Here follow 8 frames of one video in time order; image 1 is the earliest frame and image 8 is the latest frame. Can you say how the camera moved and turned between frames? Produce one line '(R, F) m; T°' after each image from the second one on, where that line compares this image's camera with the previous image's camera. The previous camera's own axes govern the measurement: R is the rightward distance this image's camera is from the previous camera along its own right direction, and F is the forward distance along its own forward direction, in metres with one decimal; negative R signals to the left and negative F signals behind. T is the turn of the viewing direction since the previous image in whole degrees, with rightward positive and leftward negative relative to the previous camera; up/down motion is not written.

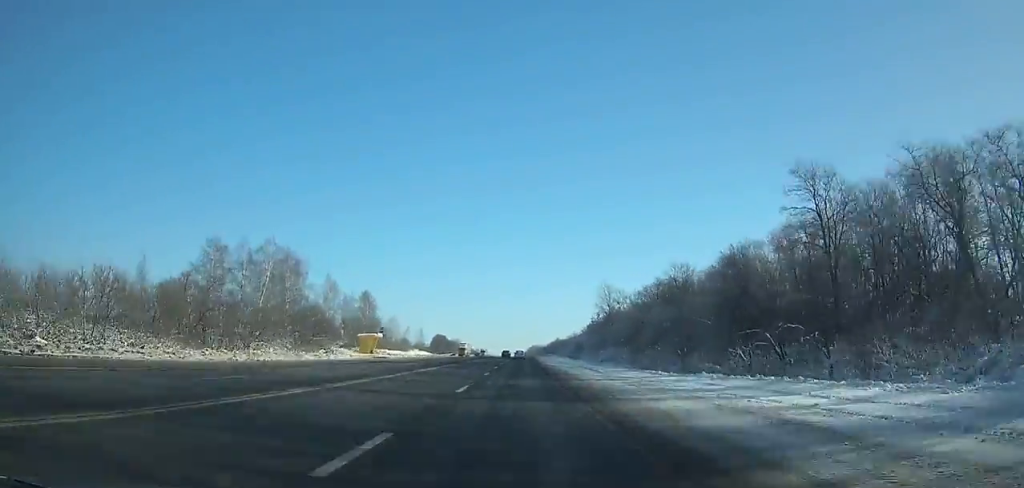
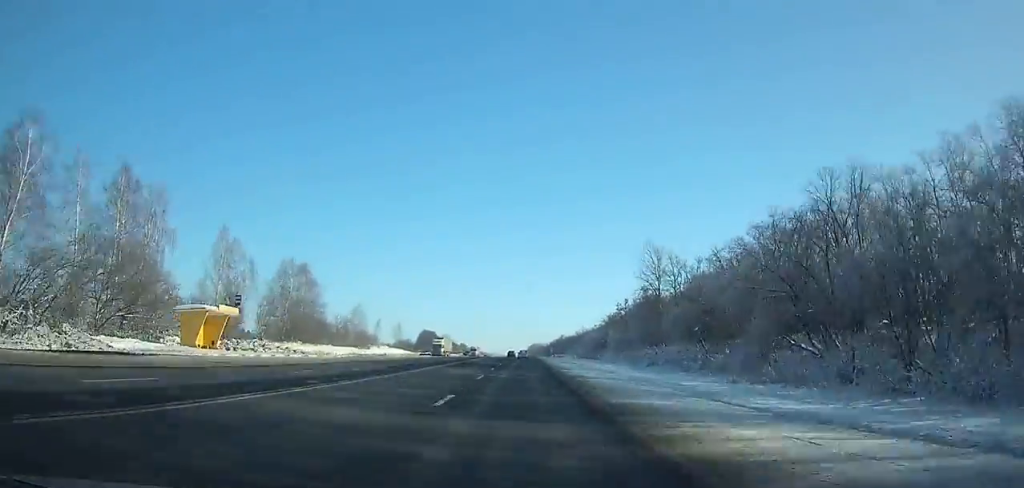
(0.0, +51.9) m; 0°
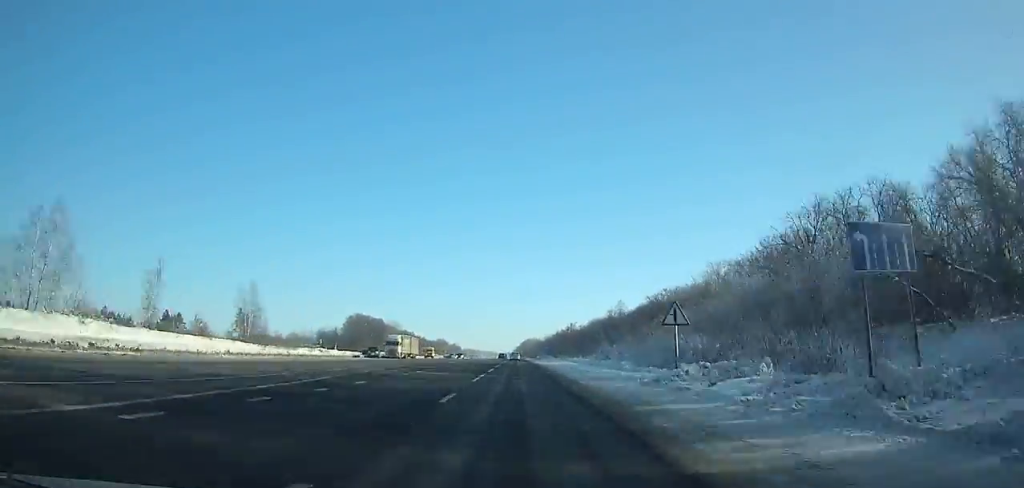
(+0.6, +127.0) m; 0°
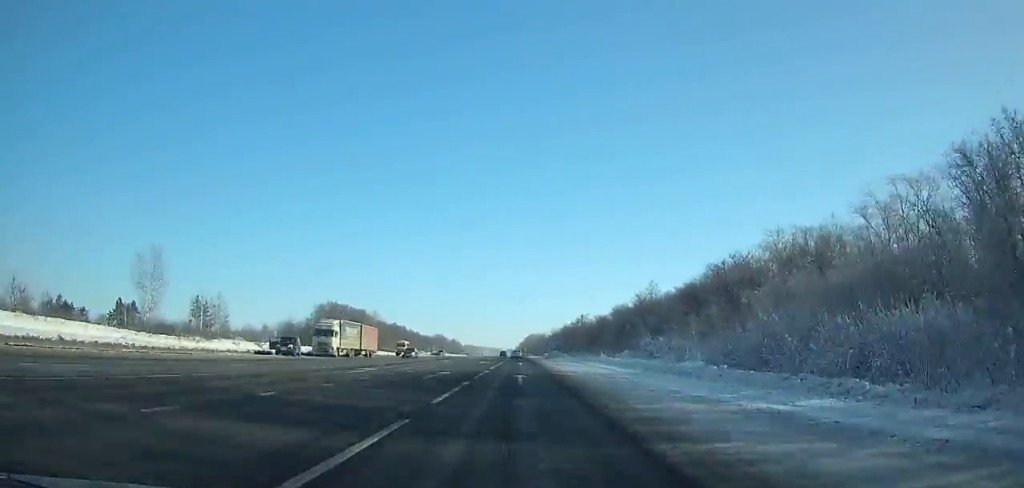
(-0.1, +34.6) m; 0°
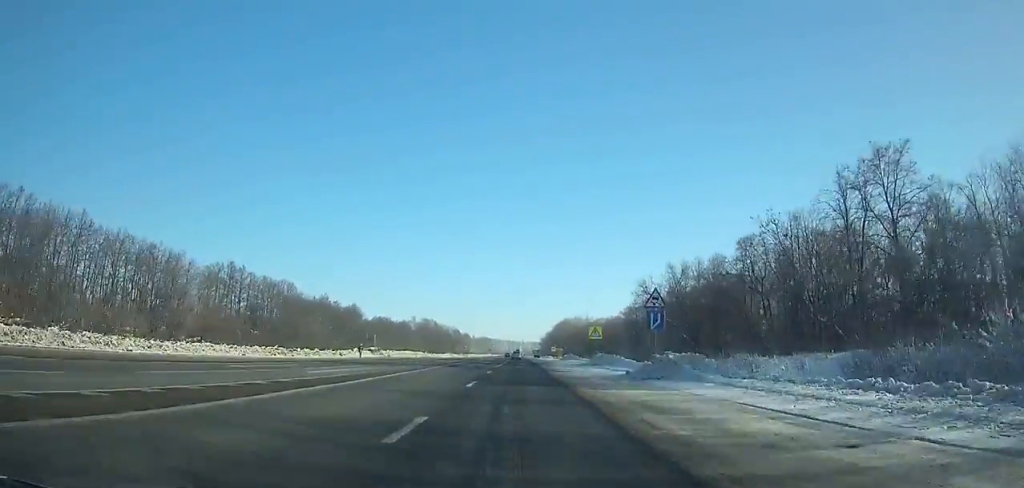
(-3.4, +185.1) m; -2°
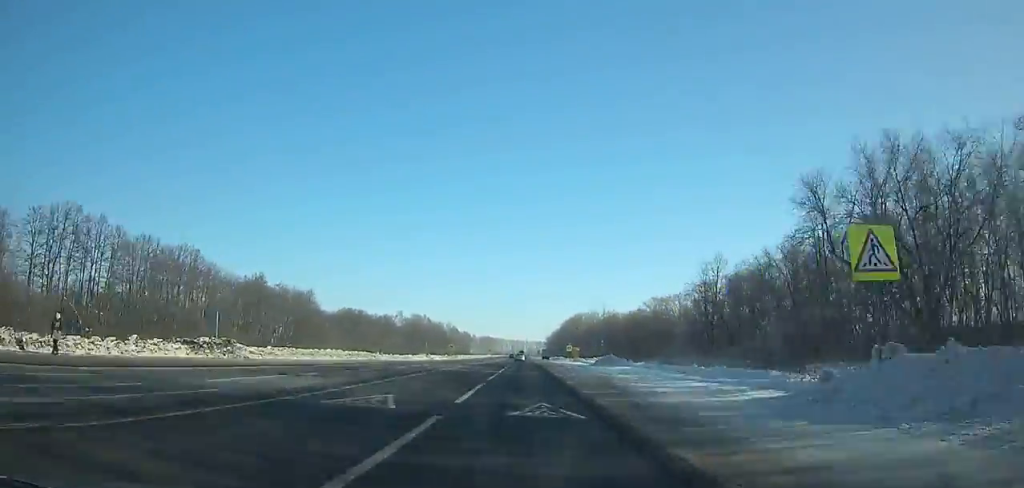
(-0.2, +46.6) m; 0°
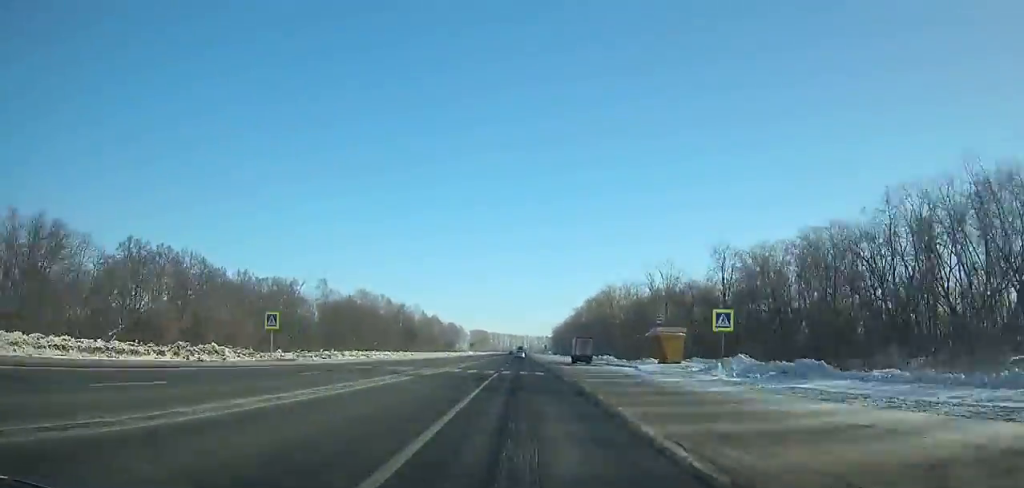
(+0.1, +107.3) m; 0°
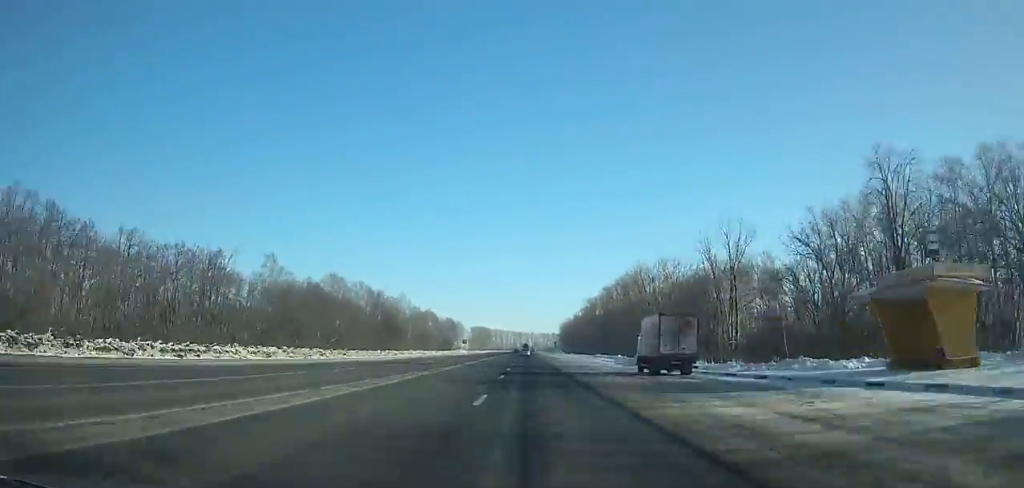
(0.0, +39.7) m; 0°
